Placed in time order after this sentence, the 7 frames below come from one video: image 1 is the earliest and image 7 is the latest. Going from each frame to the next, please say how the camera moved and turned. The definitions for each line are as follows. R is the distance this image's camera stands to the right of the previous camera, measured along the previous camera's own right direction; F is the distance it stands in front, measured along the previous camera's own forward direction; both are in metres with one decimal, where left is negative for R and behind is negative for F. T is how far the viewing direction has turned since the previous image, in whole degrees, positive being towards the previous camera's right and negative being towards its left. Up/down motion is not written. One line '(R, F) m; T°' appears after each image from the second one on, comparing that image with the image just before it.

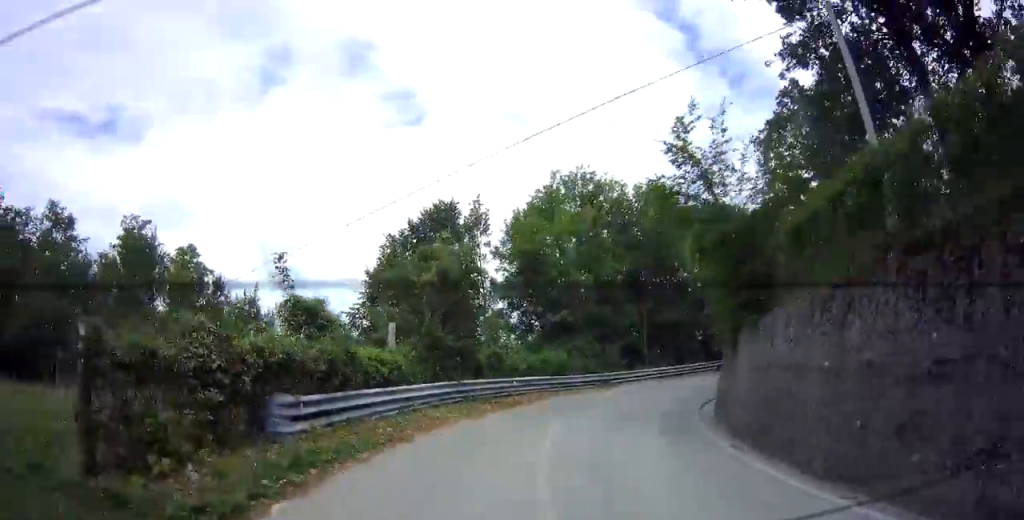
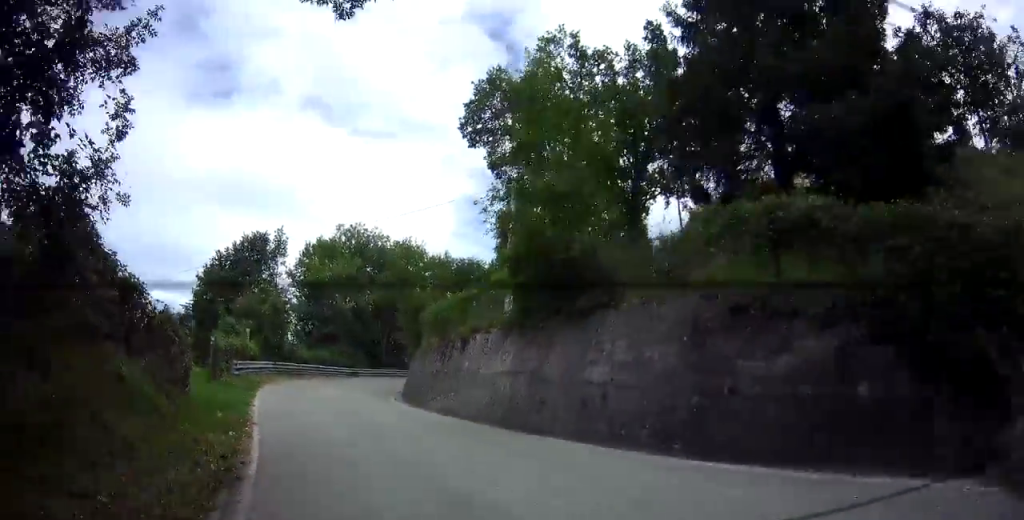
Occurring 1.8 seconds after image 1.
(+0.4, +13.8) m; +20°
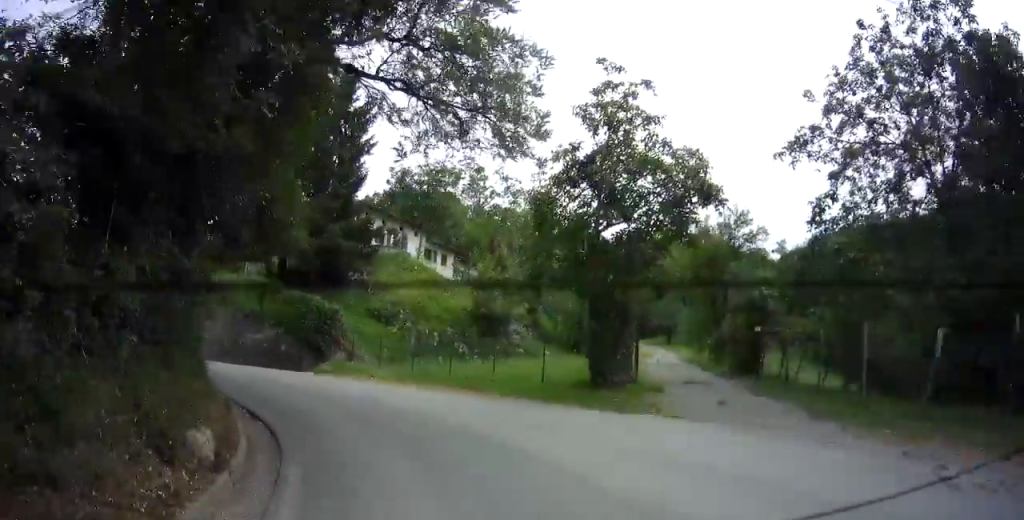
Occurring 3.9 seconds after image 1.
(+3.8, +15.2) m; +16°
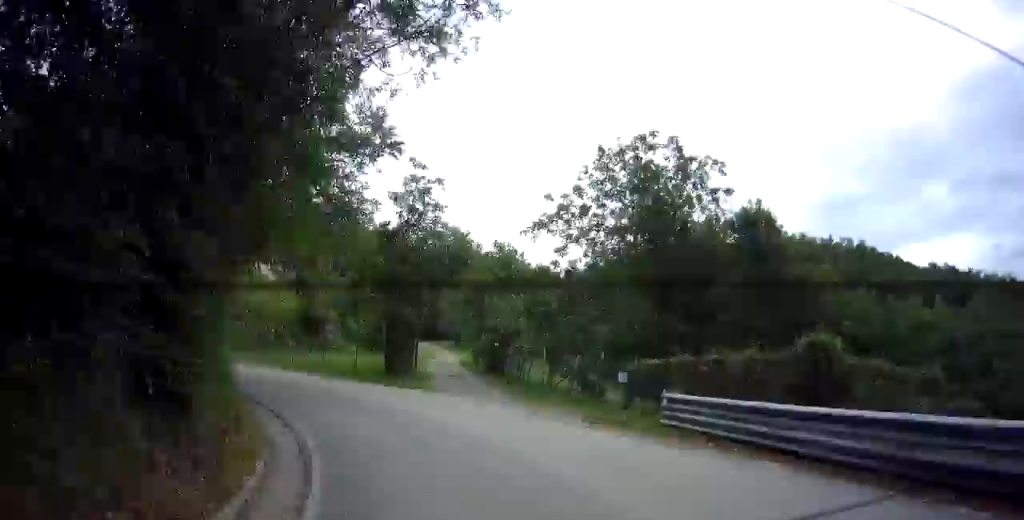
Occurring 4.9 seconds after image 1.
(+0.2, +6.3) m; +54°
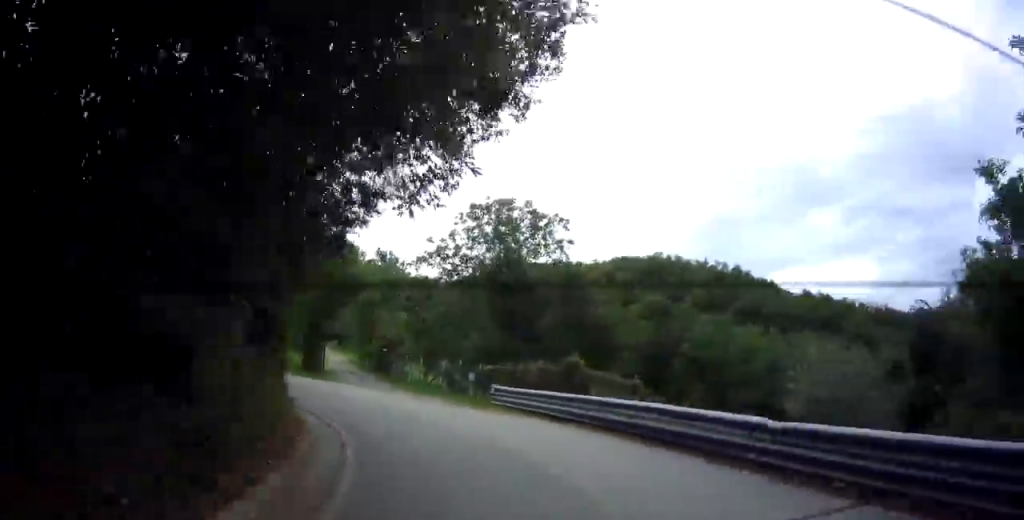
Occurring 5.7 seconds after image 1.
(+4.5, +7.7) m; +28°
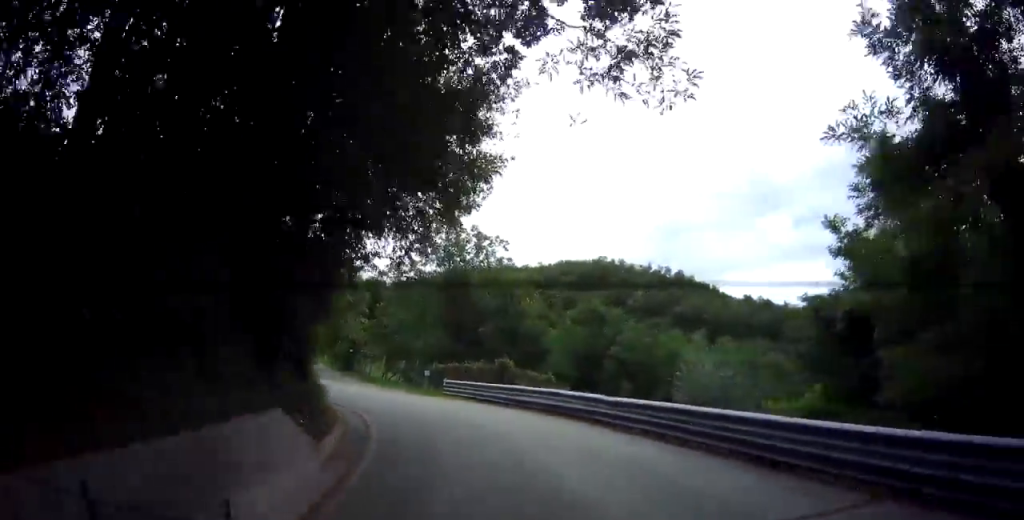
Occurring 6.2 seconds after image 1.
(+0.3, +6.5) m; +2°
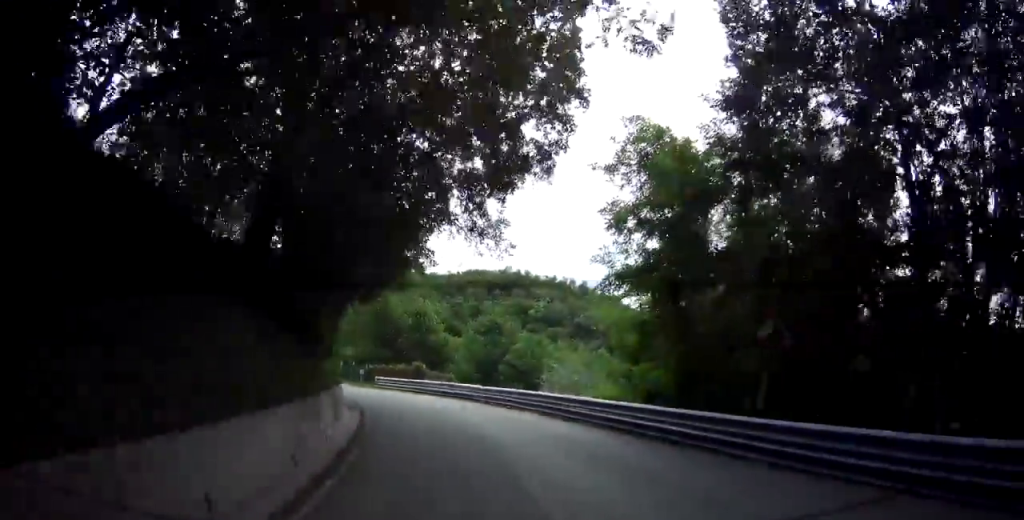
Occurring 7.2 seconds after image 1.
(0.0, +11.2) m; +3°
